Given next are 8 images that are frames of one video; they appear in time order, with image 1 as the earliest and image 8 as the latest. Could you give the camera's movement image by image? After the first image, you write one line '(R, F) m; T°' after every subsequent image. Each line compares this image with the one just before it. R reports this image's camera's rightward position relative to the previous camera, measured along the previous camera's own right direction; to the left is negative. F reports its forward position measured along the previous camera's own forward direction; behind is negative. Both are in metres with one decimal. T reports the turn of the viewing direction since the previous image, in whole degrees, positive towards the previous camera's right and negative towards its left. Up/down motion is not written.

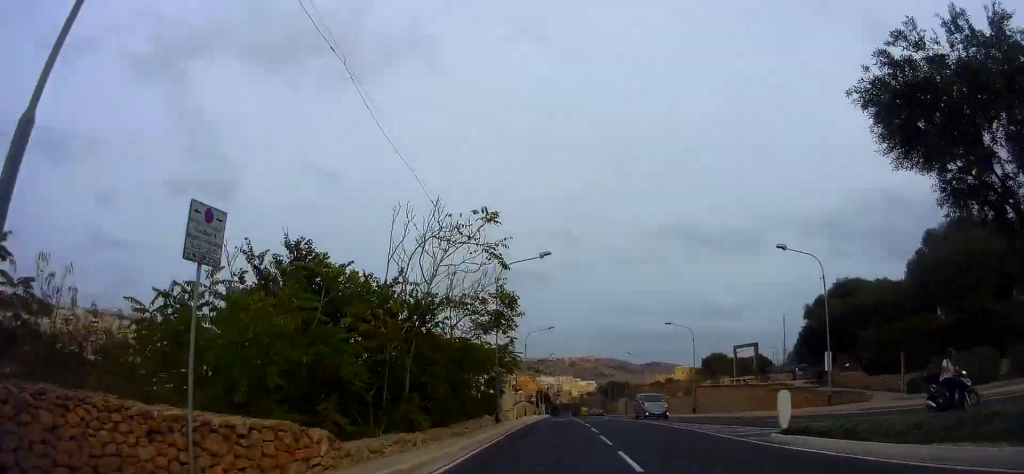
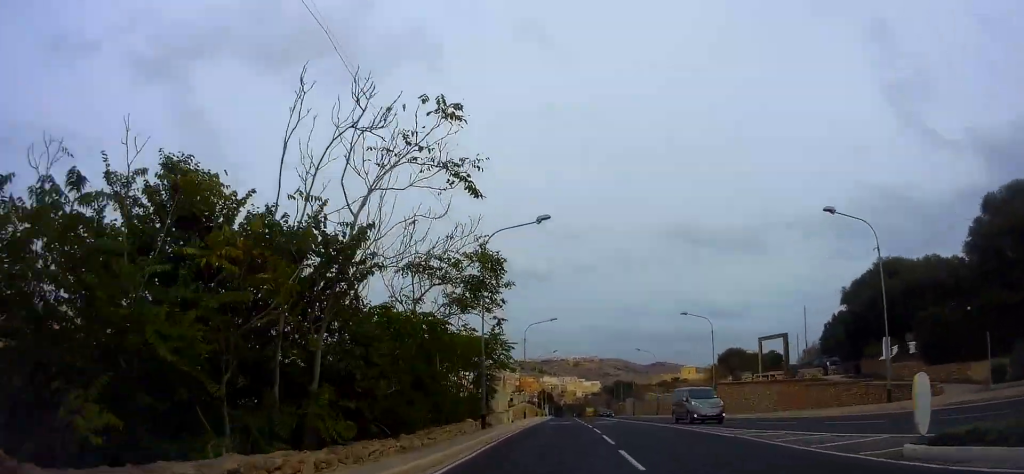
(-0.1, +5.5) m; +2°
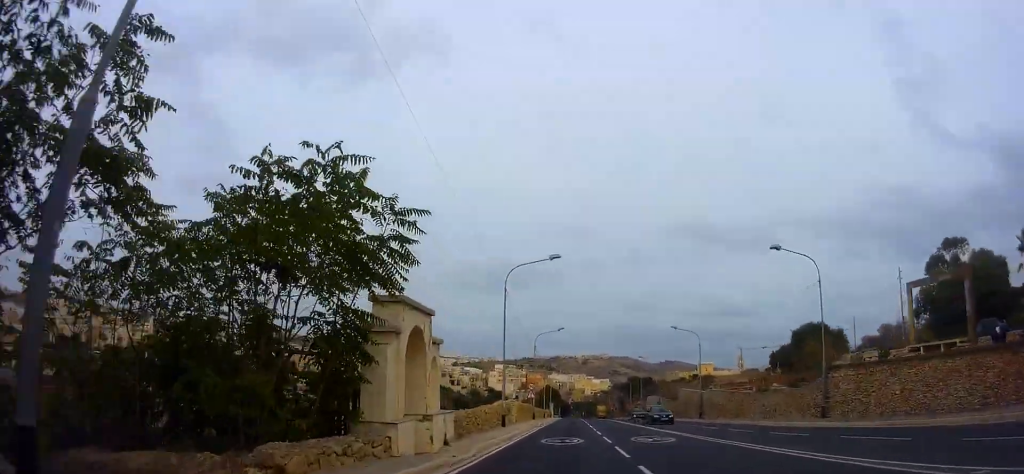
(+0.7, +19.2) m; 0°
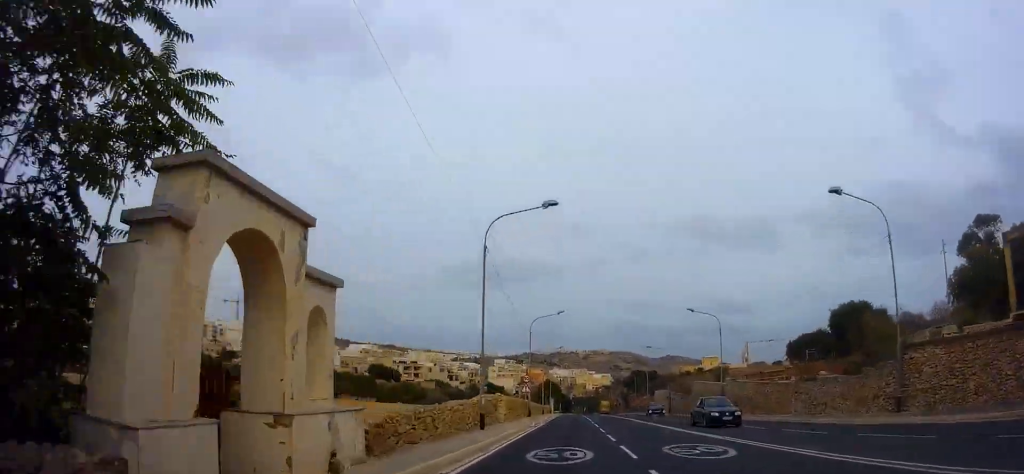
(-0.3, +6.9) m; -2°
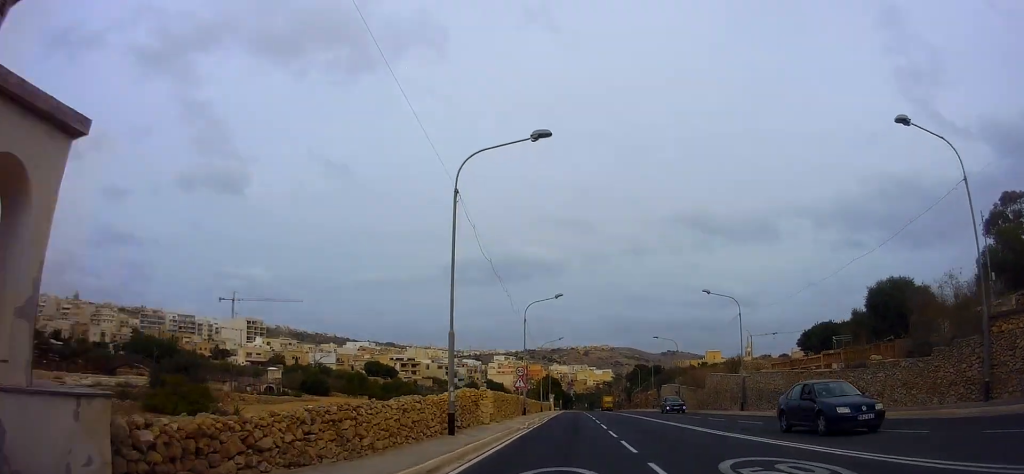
(0.0, +5.4) m; -1°
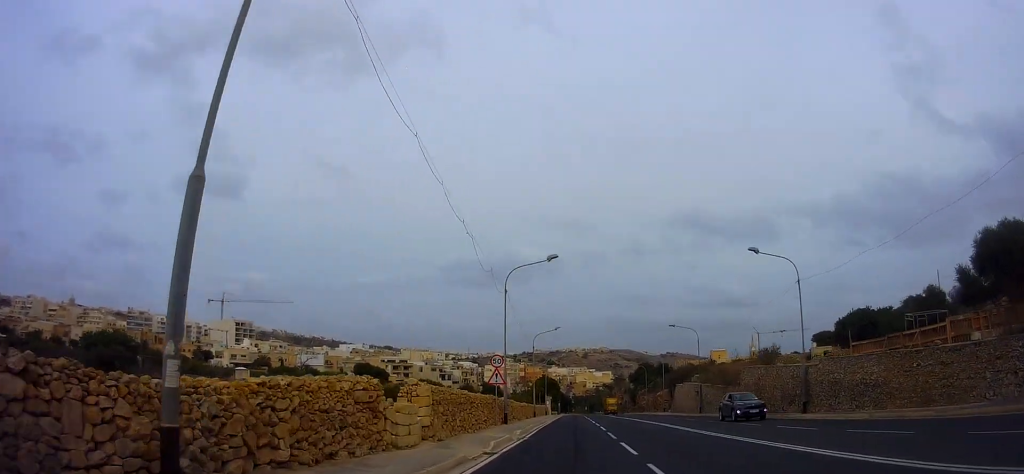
(-0.1, +10.9) m; -1°
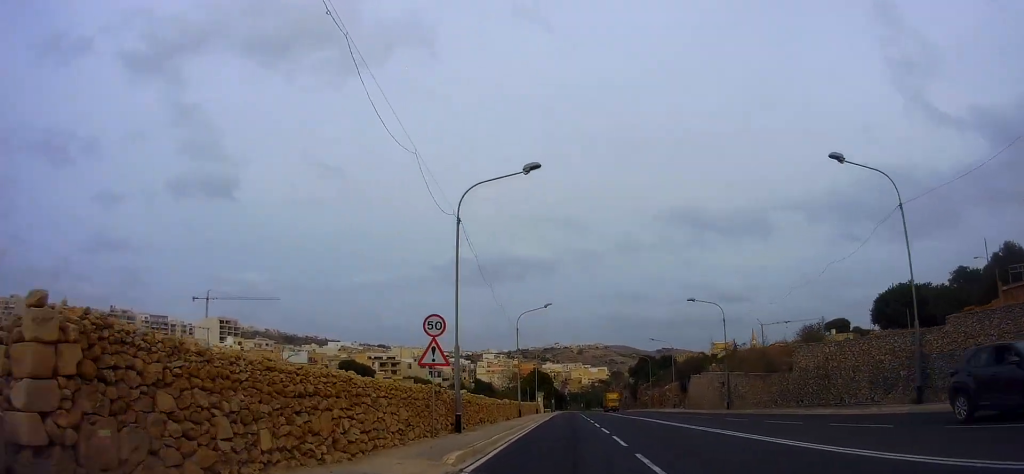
(-0.4, +10.8) m; +1°
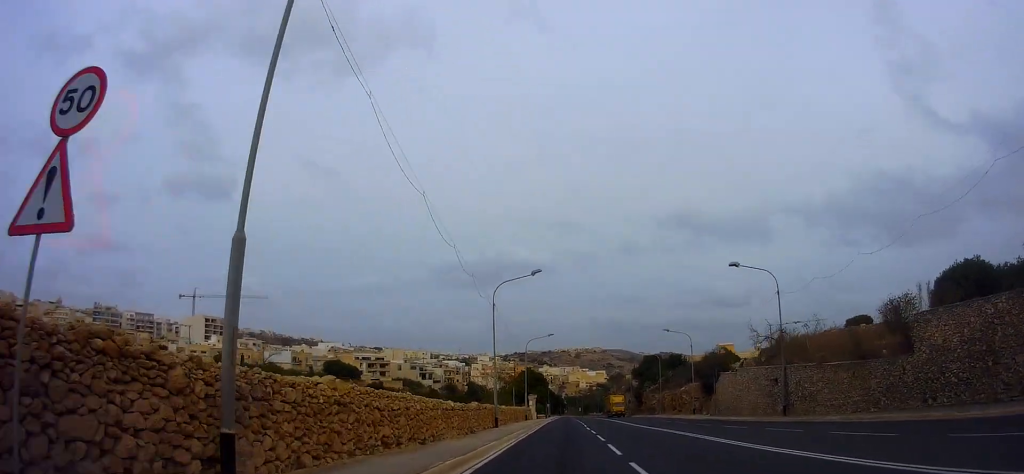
(+0.7, +12.0) m; +3°
